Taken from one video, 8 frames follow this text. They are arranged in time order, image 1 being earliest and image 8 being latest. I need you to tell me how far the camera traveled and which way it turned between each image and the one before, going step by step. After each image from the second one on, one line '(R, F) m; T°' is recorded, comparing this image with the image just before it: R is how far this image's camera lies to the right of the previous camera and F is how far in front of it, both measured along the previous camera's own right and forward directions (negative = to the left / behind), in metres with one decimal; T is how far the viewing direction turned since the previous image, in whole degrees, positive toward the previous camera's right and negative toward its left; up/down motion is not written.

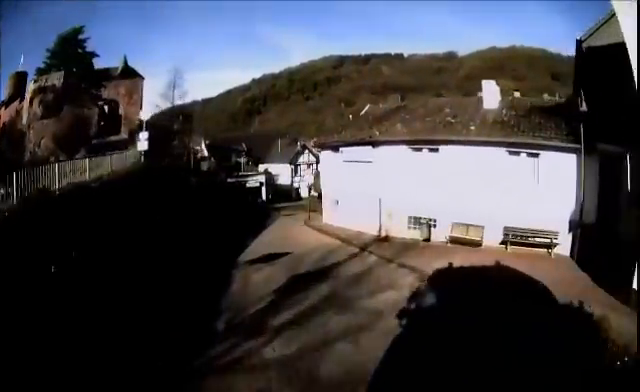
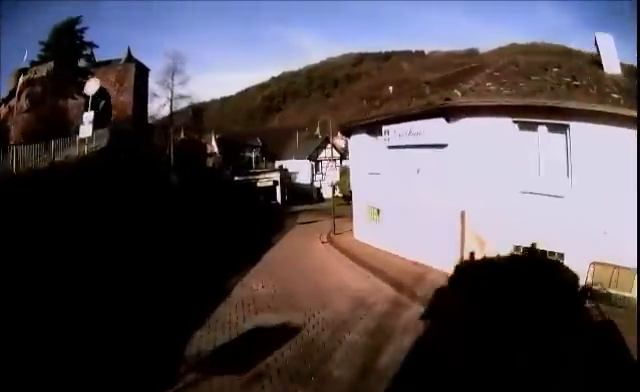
(-0.4, +8.3) m; -2°
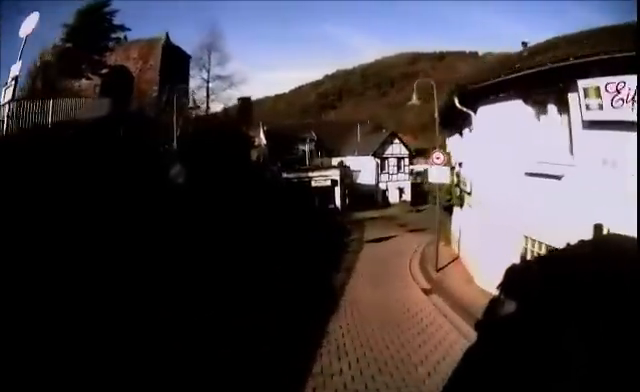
(-0.2, +7.0) m; -2°
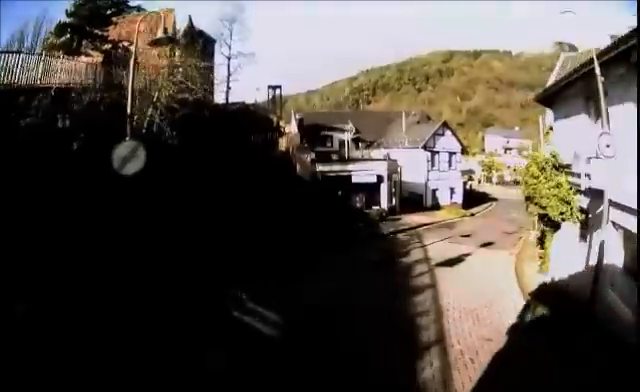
(-0.1, +3.7) m; +1°
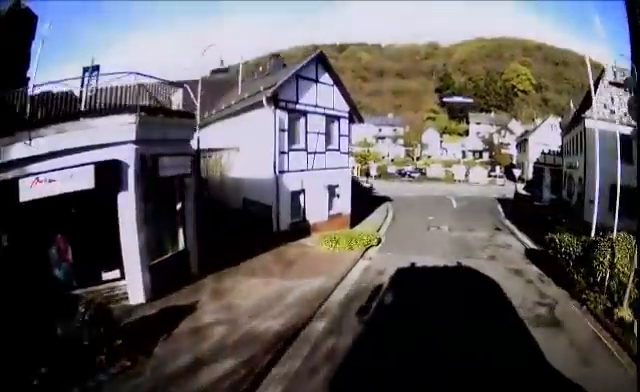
(+1.3, +12.6) m; +19°
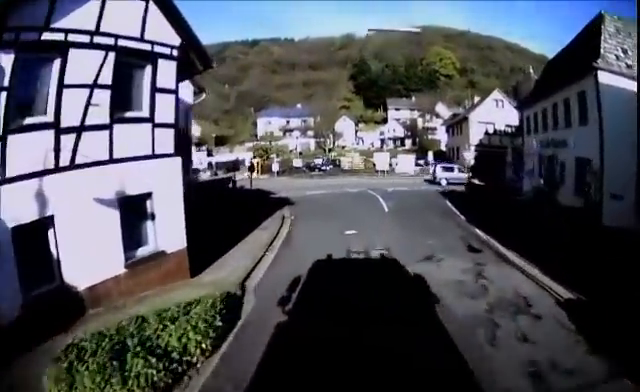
(+0.7, +6.3) m; +15°
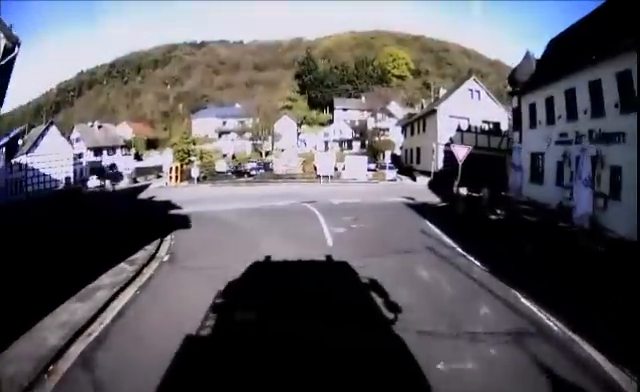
(+0.9, +5.7) m; +11°
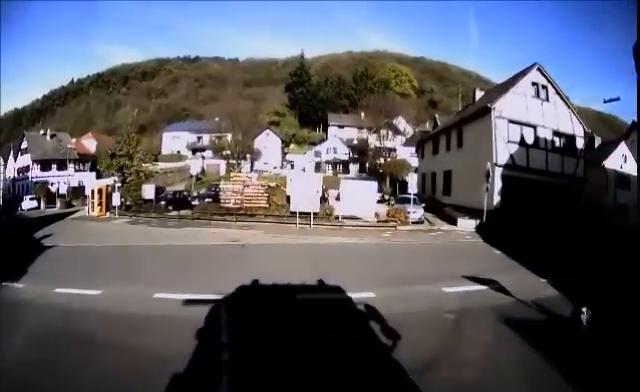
(+0.3, +8.4) m; -8°
